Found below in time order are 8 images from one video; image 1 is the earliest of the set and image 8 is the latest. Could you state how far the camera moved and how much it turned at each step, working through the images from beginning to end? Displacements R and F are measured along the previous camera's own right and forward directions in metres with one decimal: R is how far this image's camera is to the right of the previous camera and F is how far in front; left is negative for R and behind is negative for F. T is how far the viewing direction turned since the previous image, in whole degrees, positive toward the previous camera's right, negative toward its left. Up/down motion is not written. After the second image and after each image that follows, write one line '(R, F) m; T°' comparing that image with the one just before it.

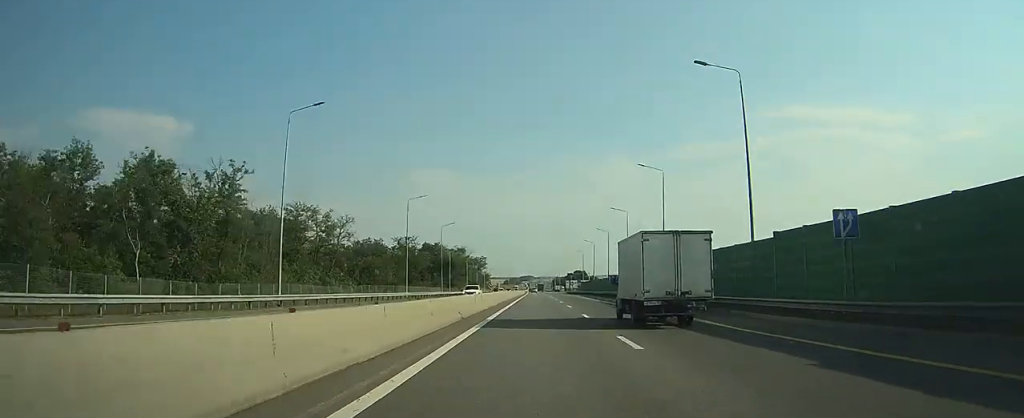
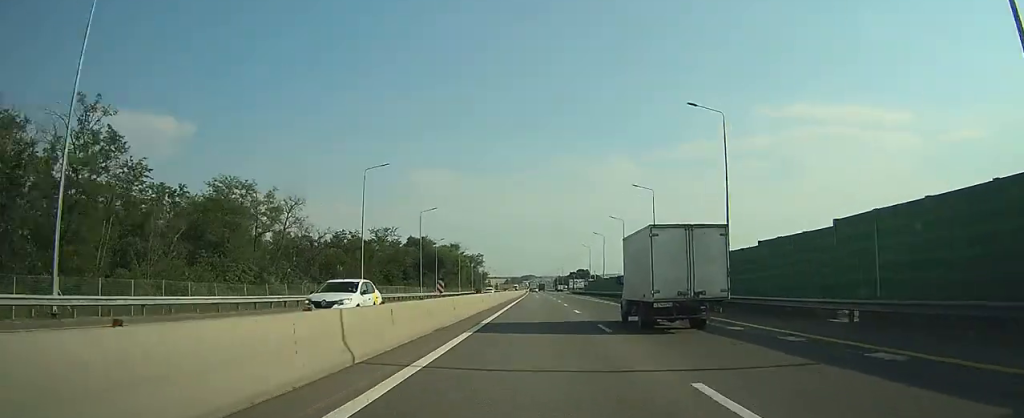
(0.0, +19.5) m; 0°
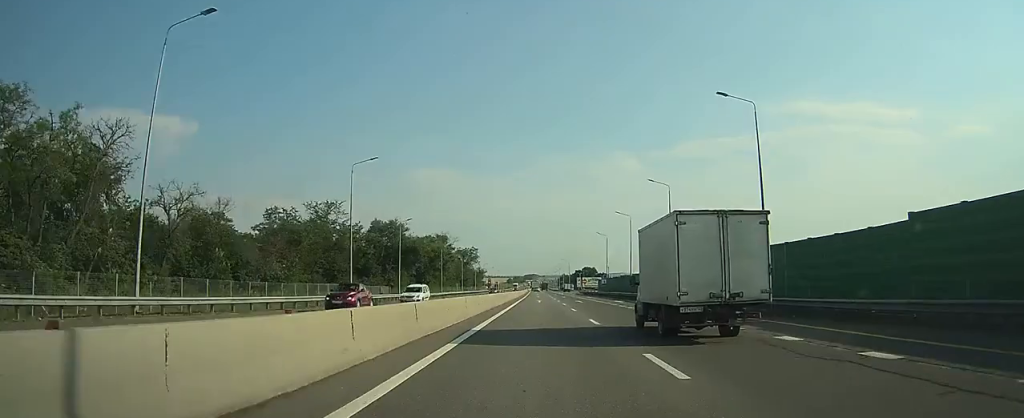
(0.0, +32.7) m; 0°
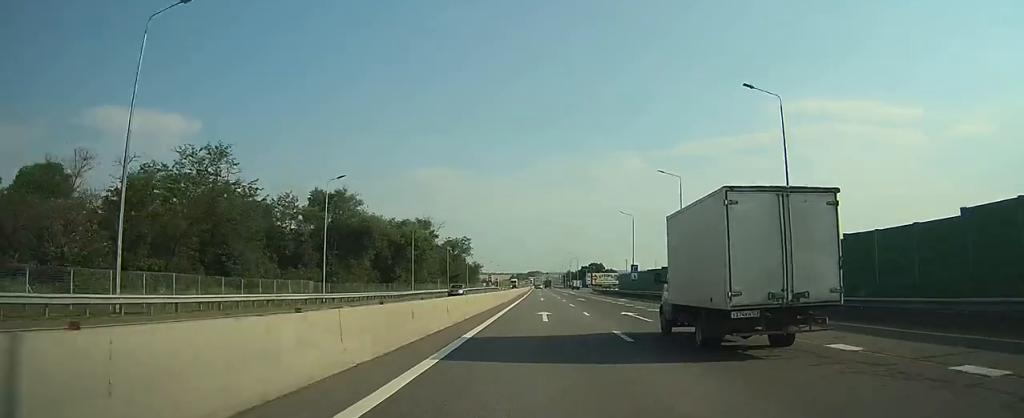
(-0.2, +30.8) m; 0°
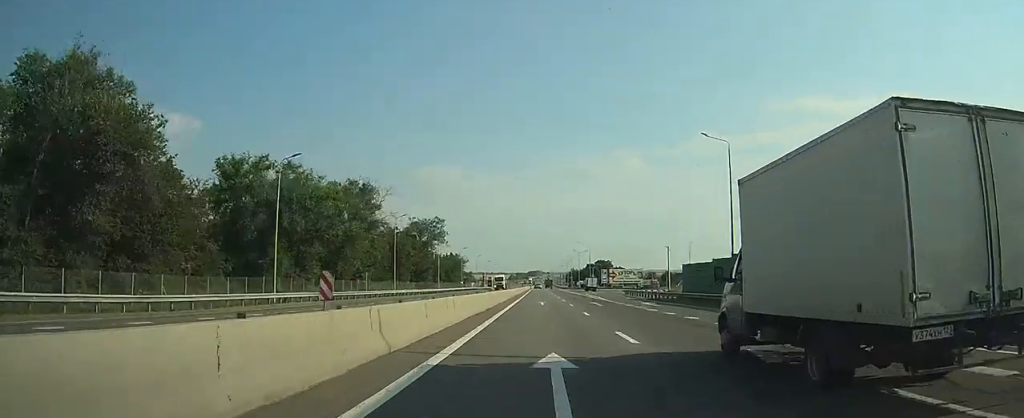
(0.0, +48.6) m; 0°
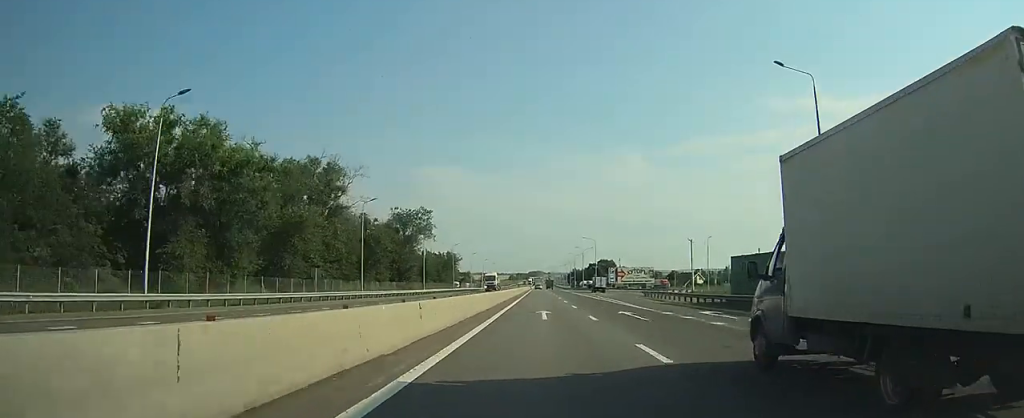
(0.0, +15.5) m; 0°
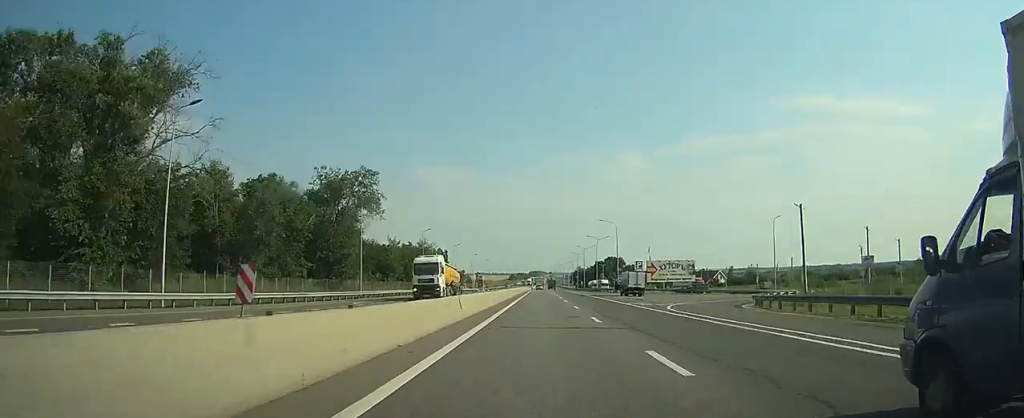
(-0.1, +37.6) m; 0°
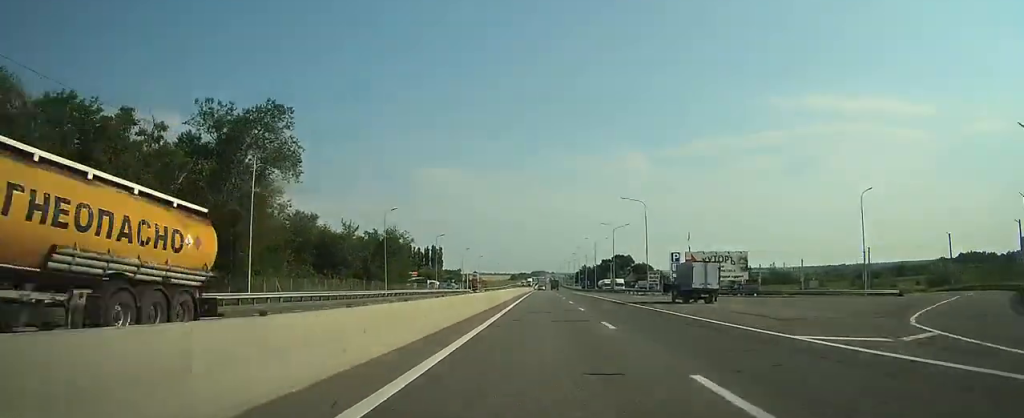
(+0.1, +27.3) m; 0°
